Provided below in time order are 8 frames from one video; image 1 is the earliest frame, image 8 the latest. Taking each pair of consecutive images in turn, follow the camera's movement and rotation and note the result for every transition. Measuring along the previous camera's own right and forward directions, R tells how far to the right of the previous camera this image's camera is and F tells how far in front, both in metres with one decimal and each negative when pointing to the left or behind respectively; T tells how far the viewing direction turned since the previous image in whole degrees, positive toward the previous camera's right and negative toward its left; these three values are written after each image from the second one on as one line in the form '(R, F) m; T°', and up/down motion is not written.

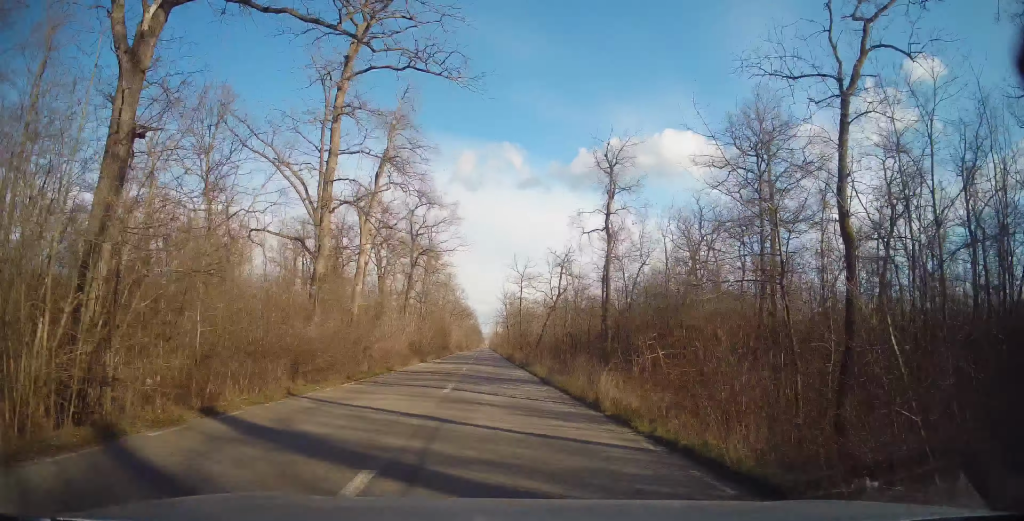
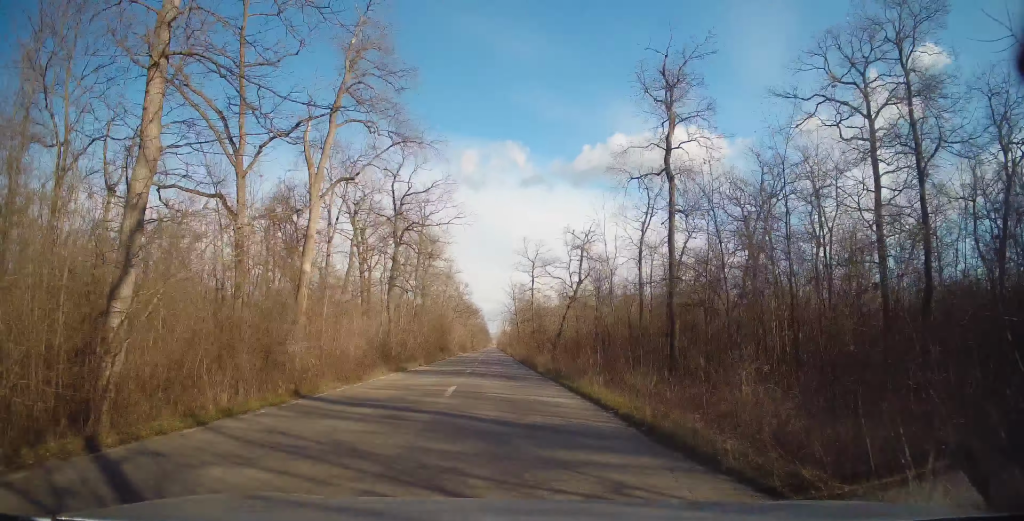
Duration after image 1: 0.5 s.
(-0.1, +13.3) m; 0°
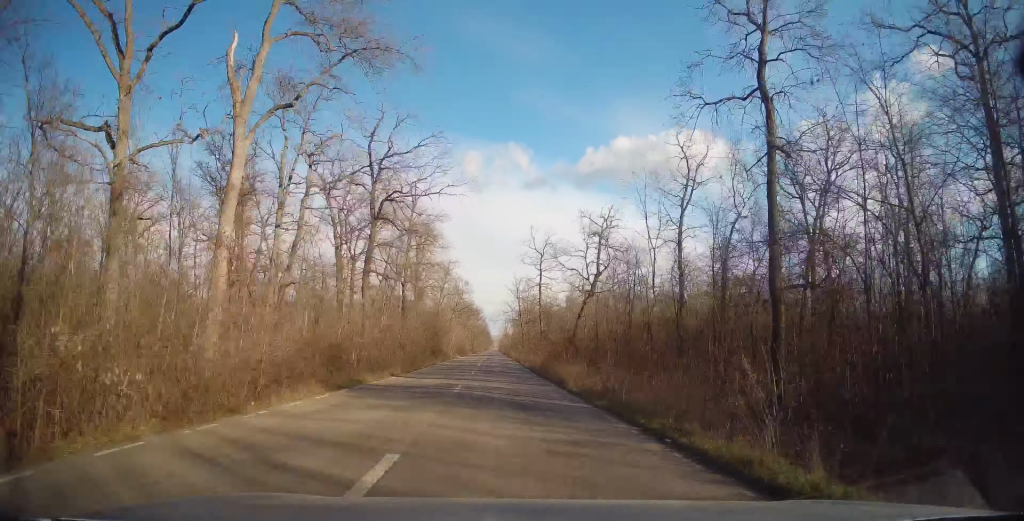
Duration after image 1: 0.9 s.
(-0.2, +10.0) m; 0°
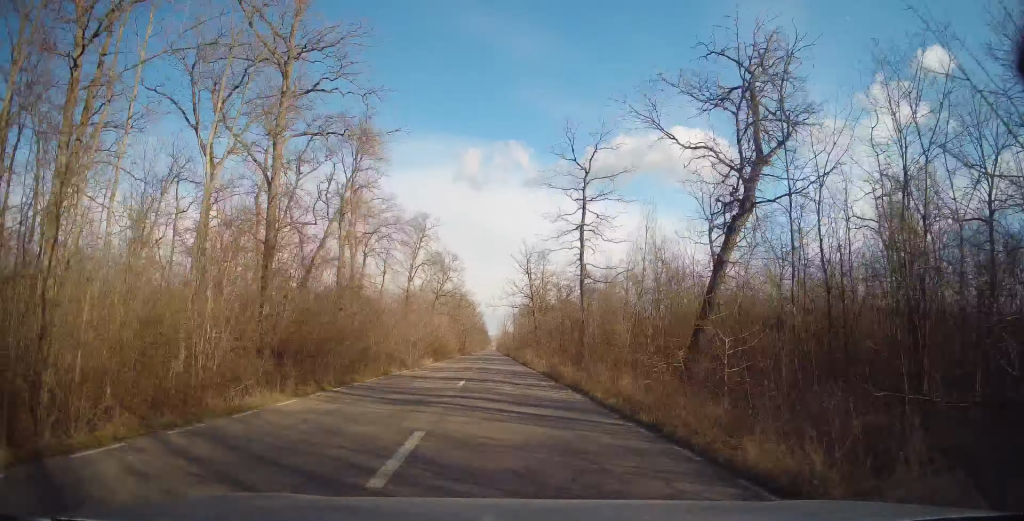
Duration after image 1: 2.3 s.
(+0.5, +33.4) m; +1°
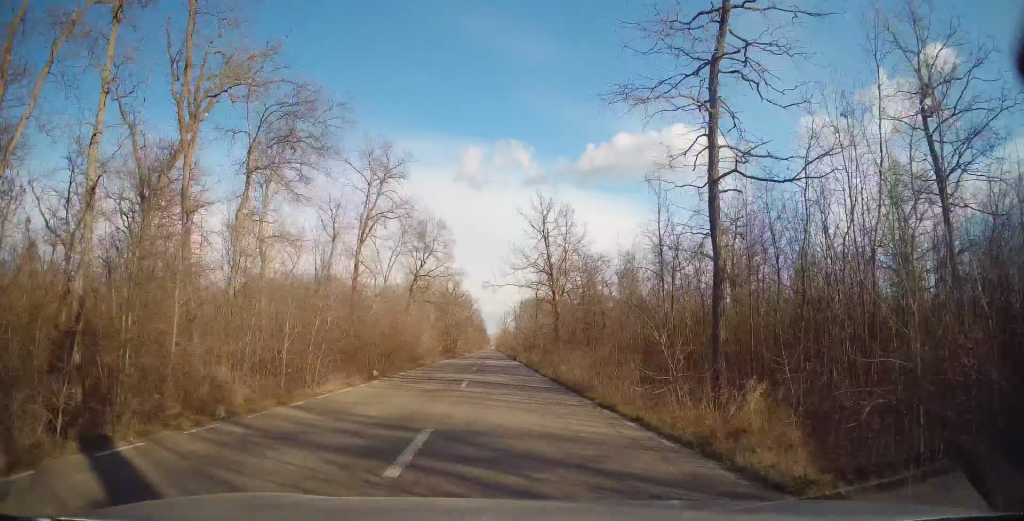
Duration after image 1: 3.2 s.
(0.0, +22.8) m; -1°
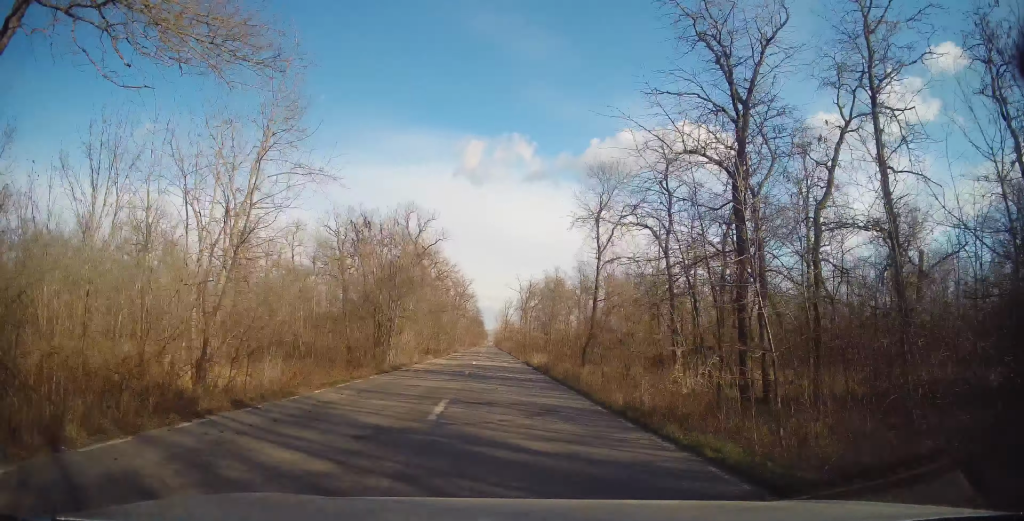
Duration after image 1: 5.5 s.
(+0.4, +55.6) m; +1°
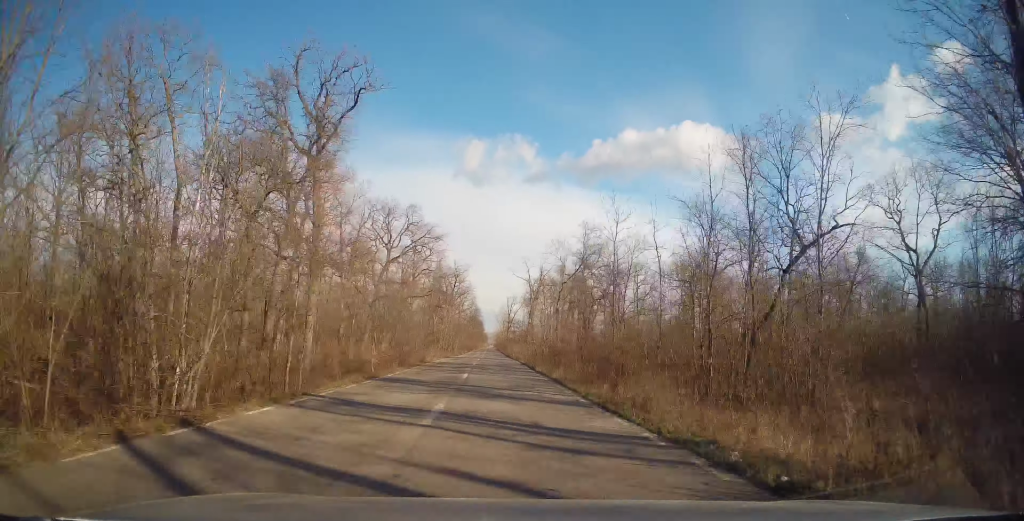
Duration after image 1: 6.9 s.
(-0.1, +34.9) m; -1°
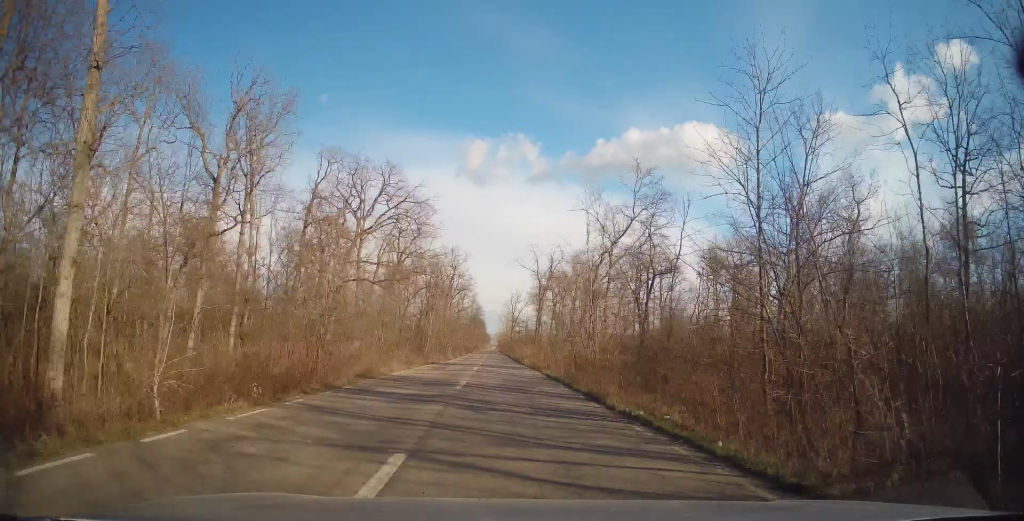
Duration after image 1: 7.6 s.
(-0.2, +17.2) m; 0°
